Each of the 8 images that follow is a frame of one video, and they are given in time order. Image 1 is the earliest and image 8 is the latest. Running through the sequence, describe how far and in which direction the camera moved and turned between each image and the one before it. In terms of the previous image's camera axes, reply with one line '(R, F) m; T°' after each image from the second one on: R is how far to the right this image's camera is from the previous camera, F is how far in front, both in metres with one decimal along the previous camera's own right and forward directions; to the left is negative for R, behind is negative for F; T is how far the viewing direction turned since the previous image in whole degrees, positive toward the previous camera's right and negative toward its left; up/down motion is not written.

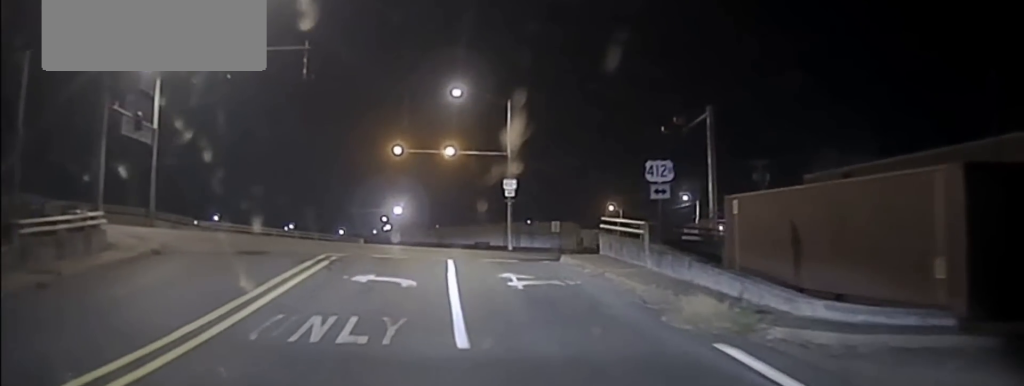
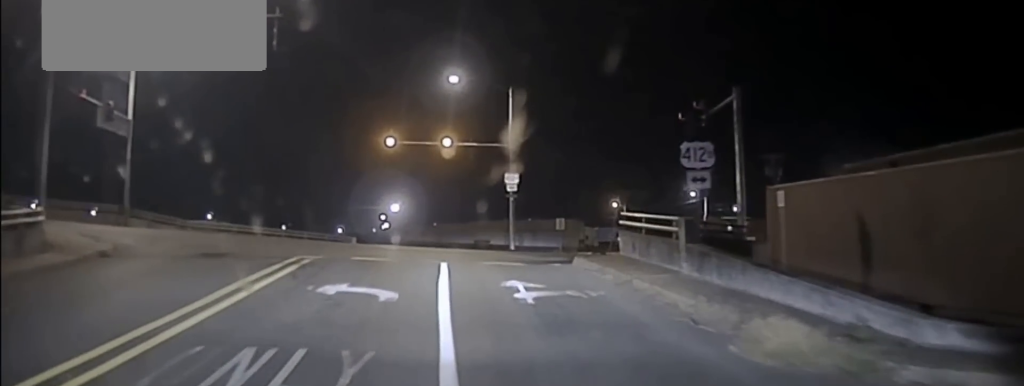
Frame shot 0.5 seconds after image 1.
(0.0, +4.0) m; 0°
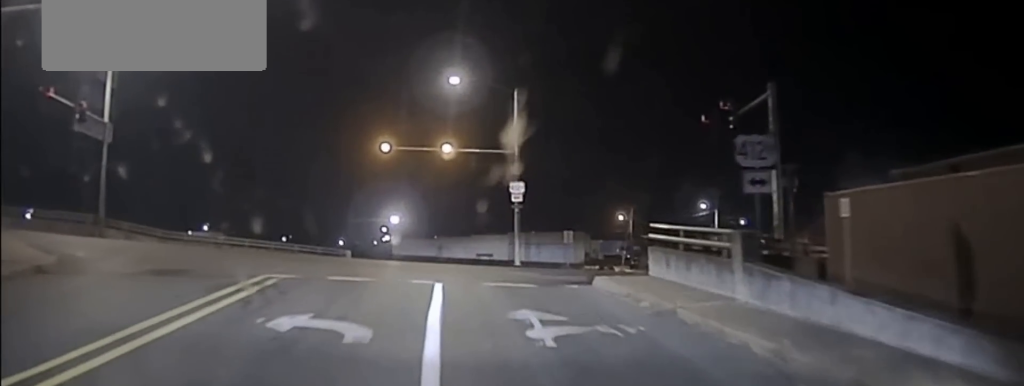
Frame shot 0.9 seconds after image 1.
(0.0, +3.8) m; 0°
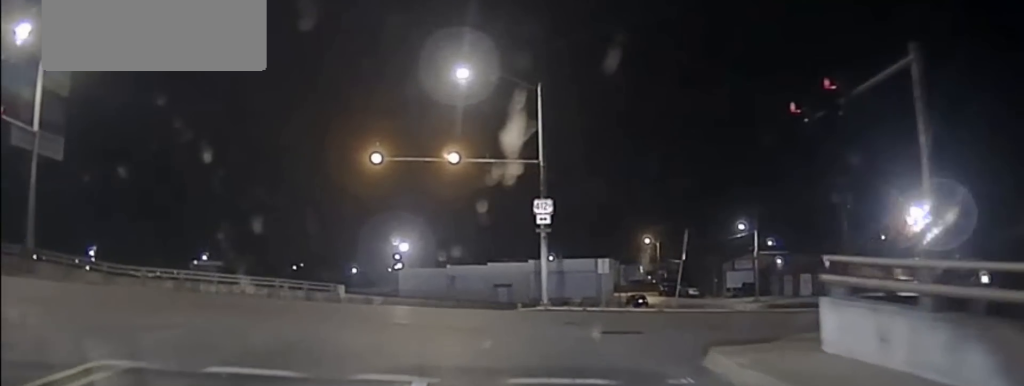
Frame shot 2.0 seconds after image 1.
(0.0, +9.1) m; -2°
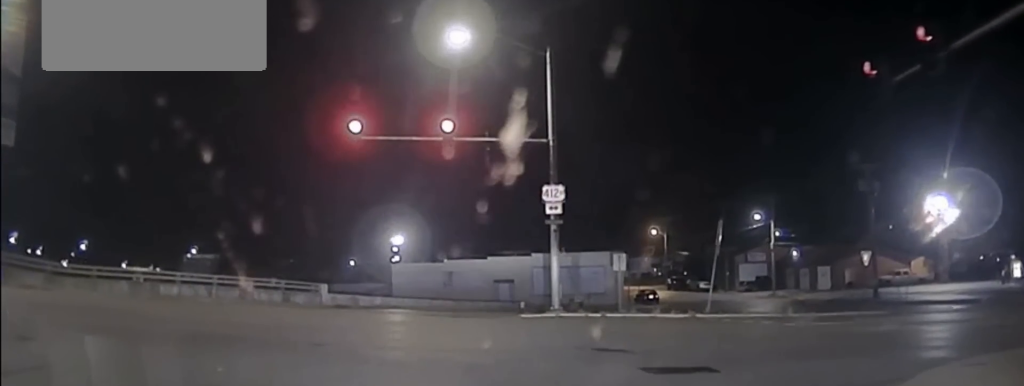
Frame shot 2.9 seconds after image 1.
(-0.3, +5.8) m; +1°
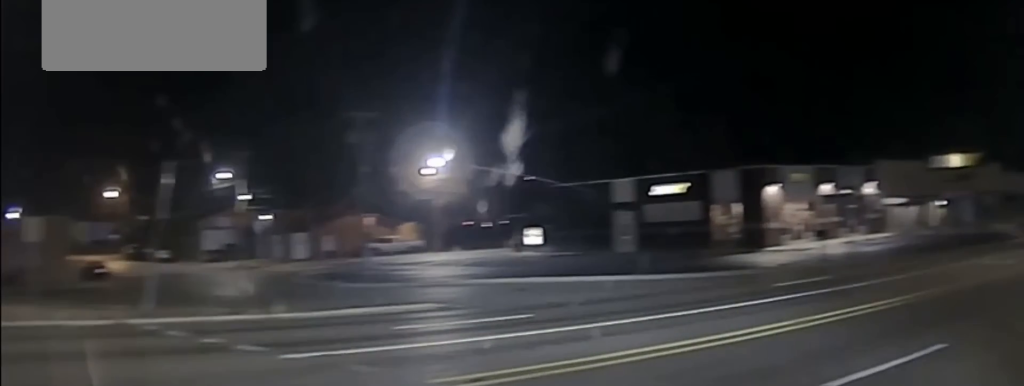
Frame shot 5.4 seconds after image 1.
(+2.2, +11.2) m; +37°
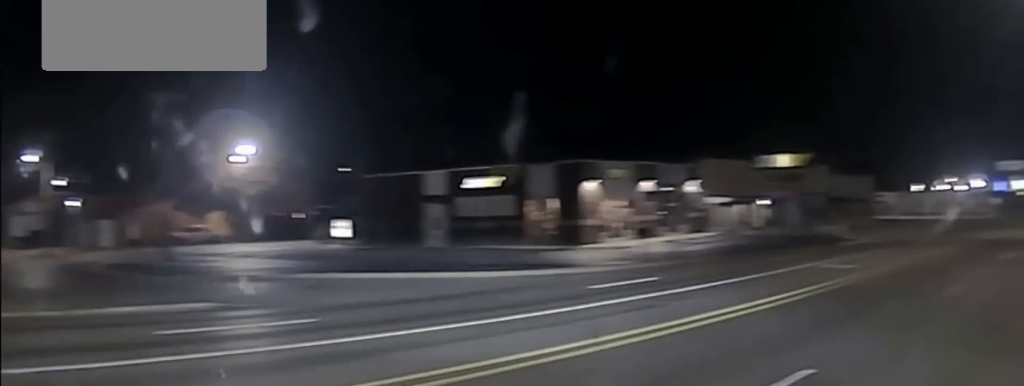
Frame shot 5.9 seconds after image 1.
(+0.2, +2.3) m; +16°
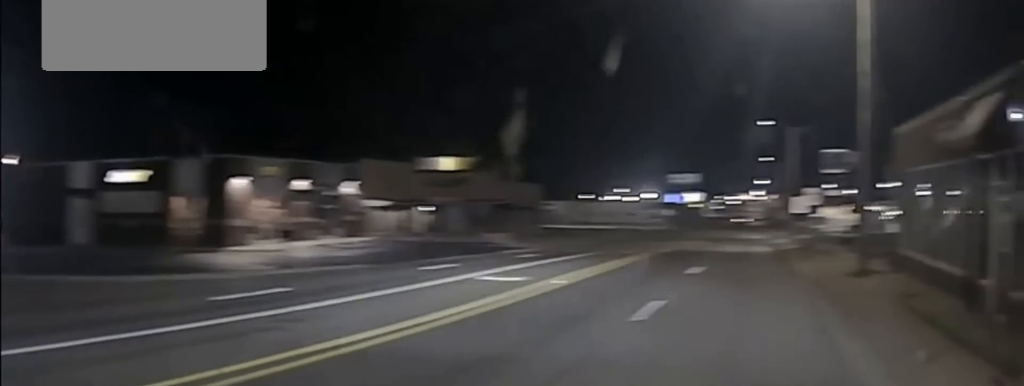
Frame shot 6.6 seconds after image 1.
(+0.7, +3.1) m; +16°
